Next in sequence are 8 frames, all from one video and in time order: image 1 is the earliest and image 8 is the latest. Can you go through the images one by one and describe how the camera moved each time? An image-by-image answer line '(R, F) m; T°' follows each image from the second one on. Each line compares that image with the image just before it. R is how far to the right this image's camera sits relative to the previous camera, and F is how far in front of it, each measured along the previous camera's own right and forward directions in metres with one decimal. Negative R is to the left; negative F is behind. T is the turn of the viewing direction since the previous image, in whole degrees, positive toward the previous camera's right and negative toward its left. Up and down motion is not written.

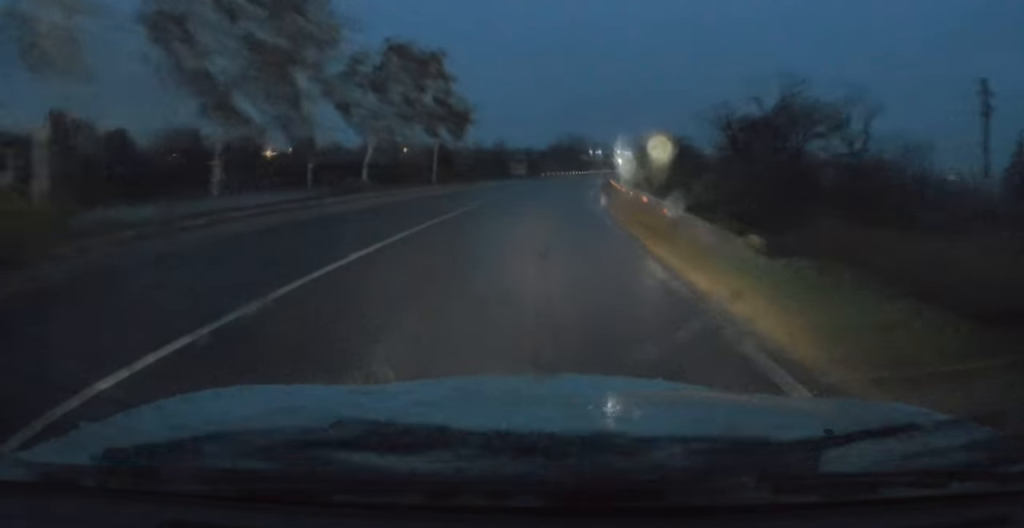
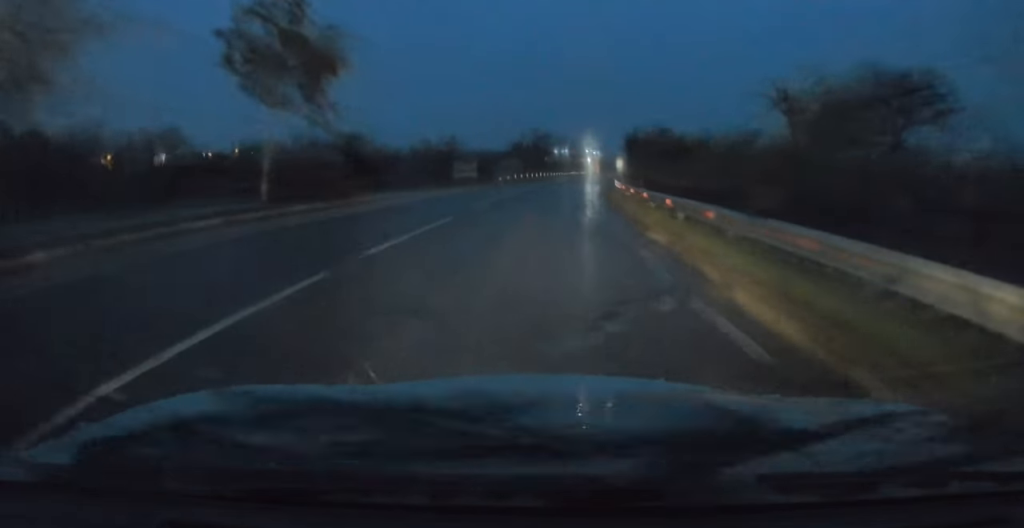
(+0.5, +22.6) m; +3°
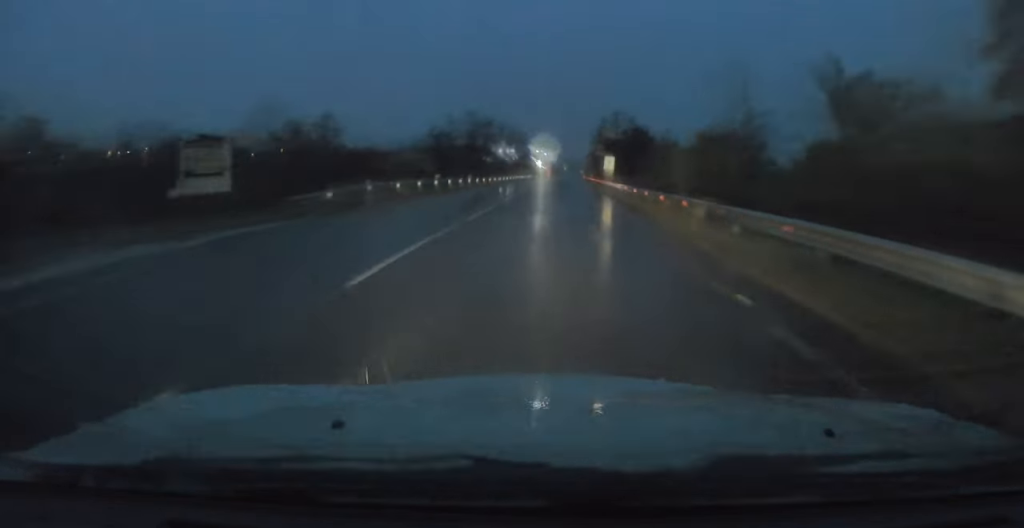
(+1.6, +38.1) m; +4°
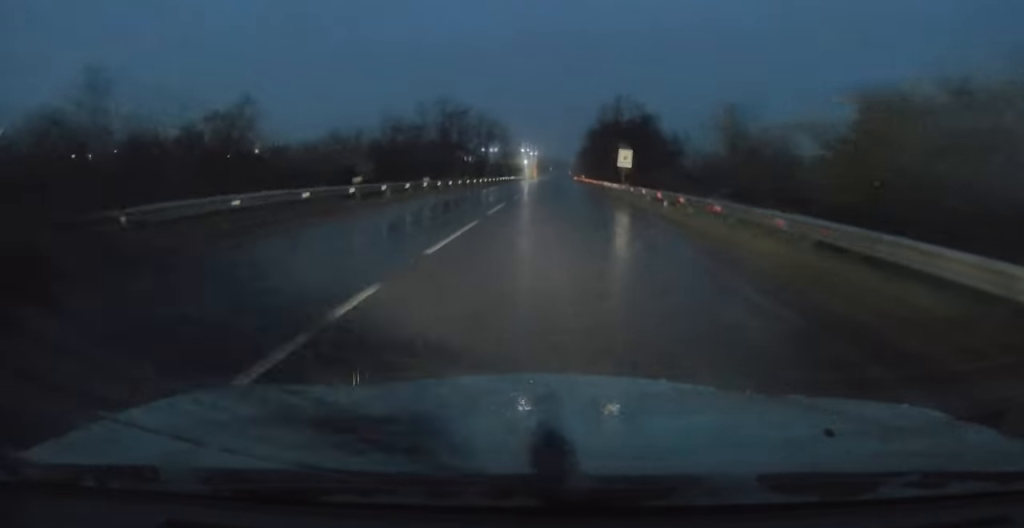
(+0.1, +14.7) m; +1°
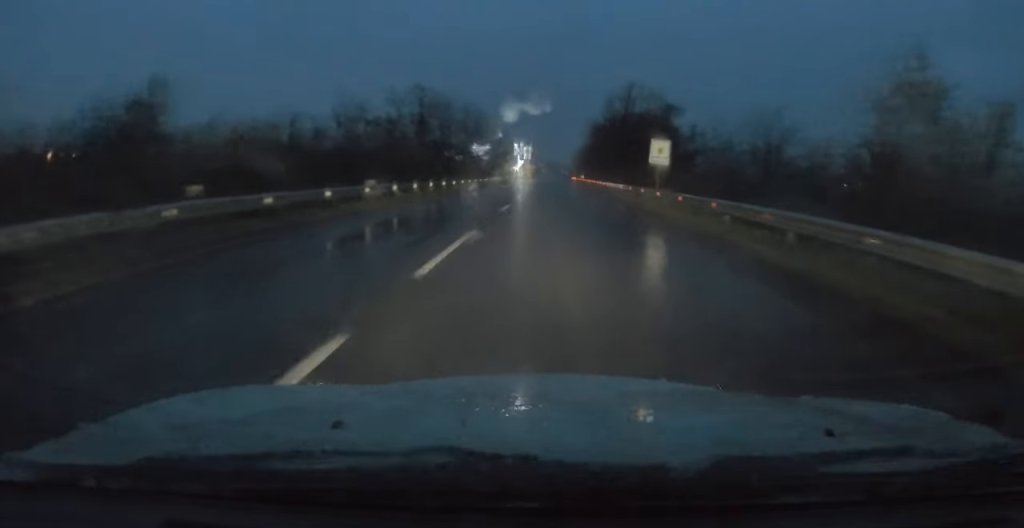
(+0.3, +10.8) m; +1°
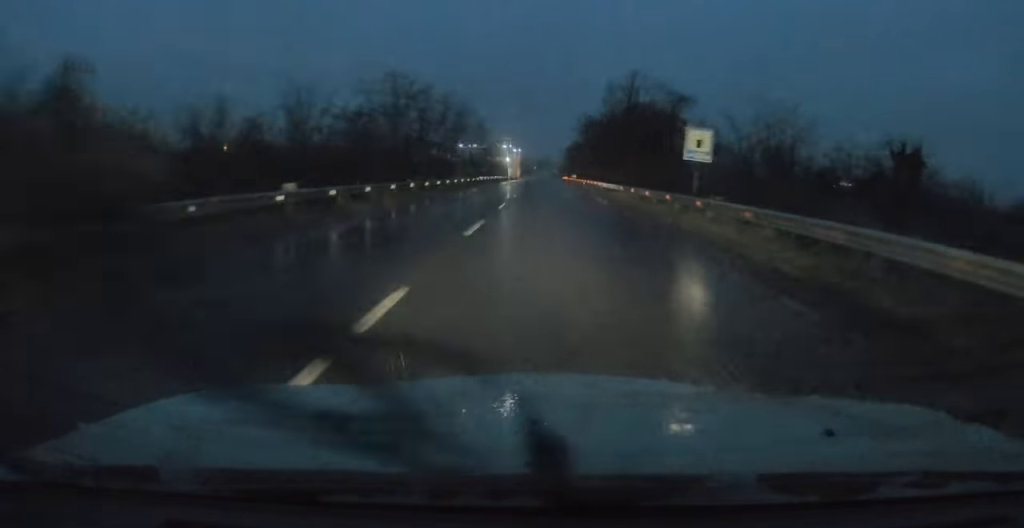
(-0.1, +6.9) m; 0°
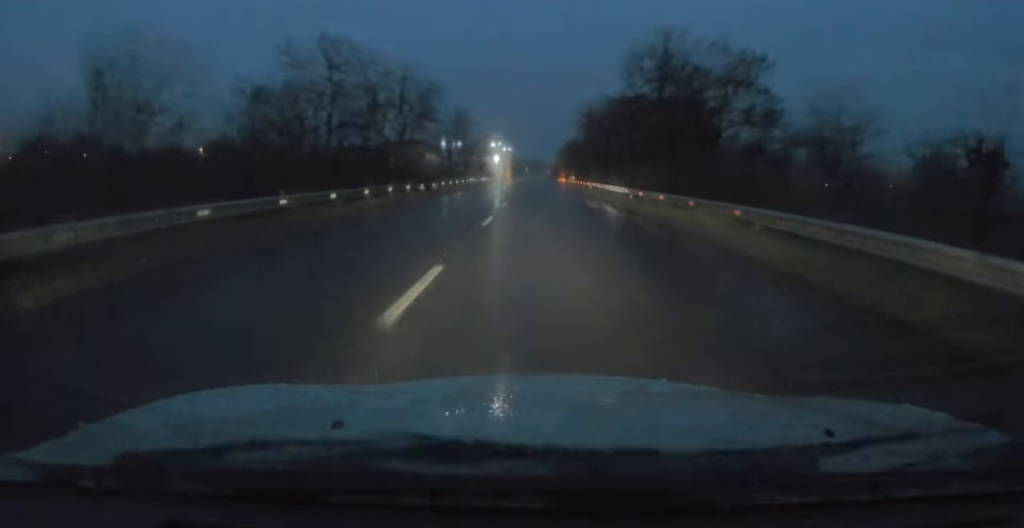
(0.0, +15.5) m; 0°
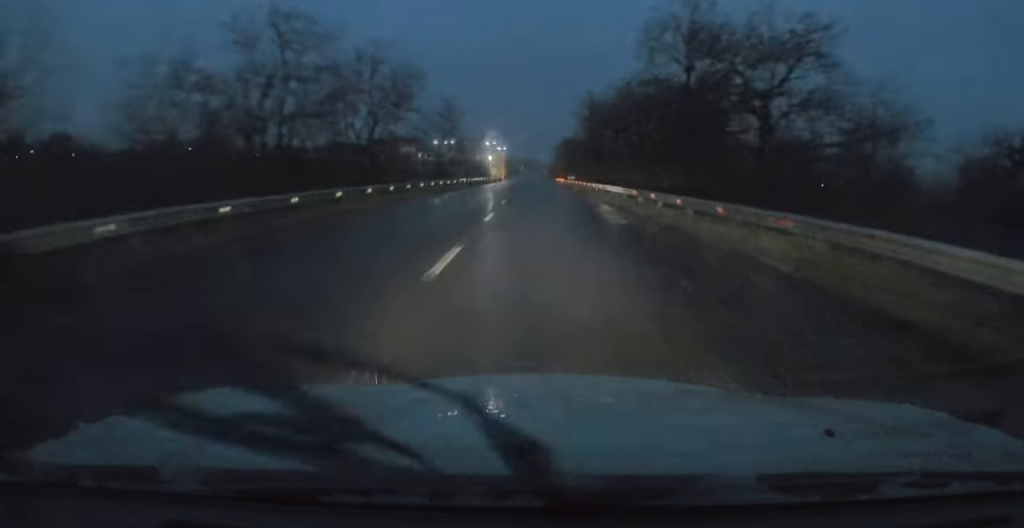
(0.0, +7.0) m; 0°
